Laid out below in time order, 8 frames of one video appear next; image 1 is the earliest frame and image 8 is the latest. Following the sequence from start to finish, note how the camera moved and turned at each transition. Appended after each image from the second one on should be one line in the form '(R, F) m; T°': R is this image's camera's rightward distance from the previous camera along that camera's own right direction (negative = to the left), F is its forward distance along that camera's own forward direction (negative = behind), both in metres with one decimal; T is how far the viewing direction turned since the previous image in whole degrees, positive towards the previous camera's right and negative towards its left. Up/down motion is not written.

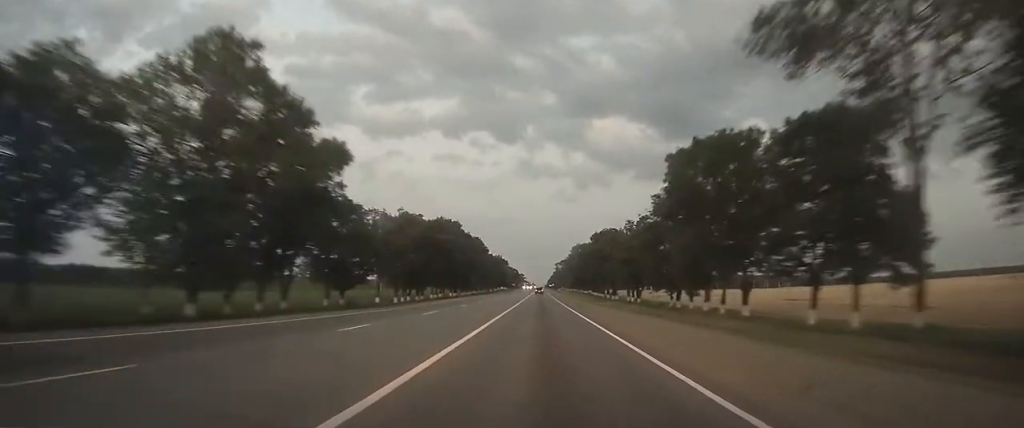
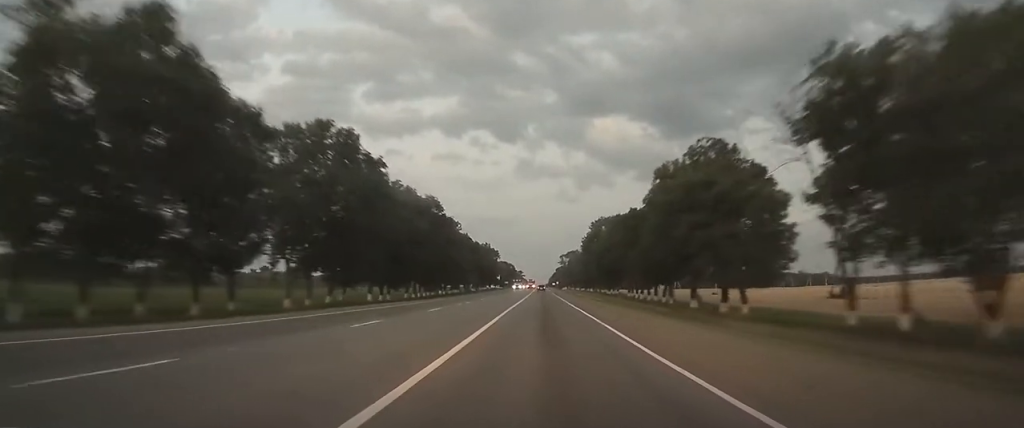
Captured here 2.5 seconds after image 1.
(0.0, +71.0) m; 0°
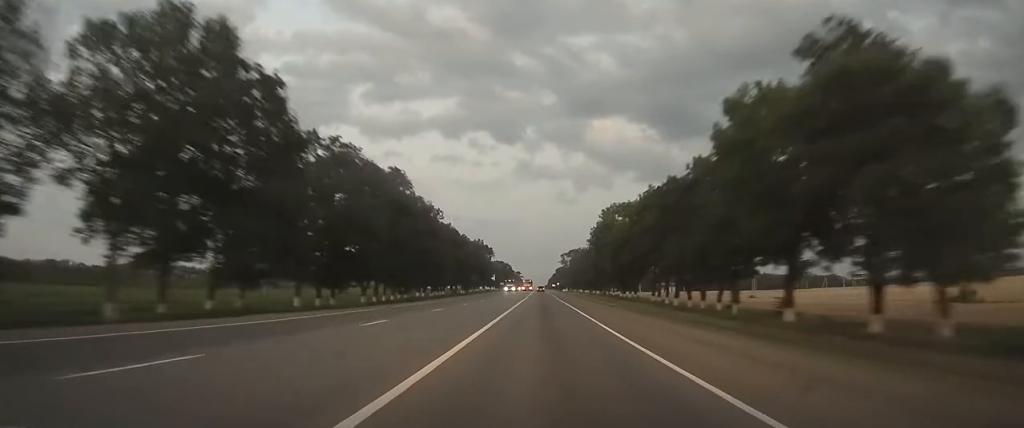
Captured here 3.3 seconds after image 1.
(+0.1, +23.1) m; 0°
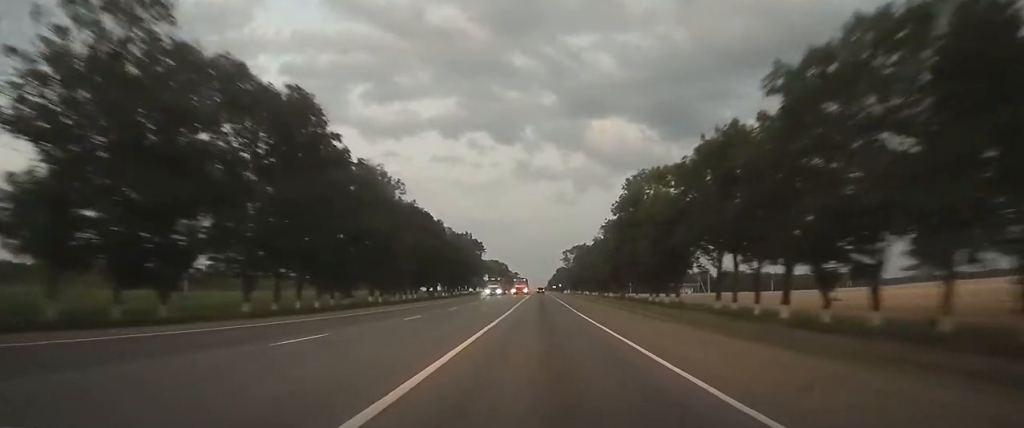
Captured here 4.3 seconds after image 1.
(0.0, +29.9) m; 0°
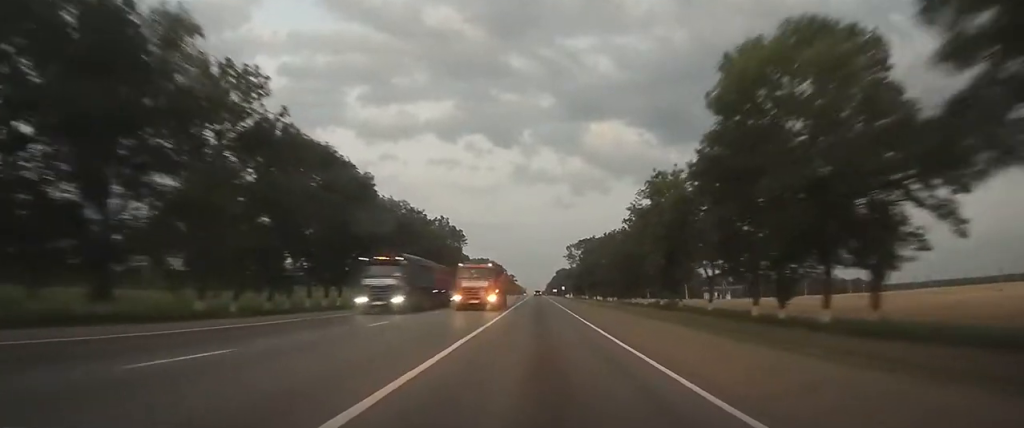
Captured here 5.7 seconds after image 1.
(-0.3, +40.6) m; 0°
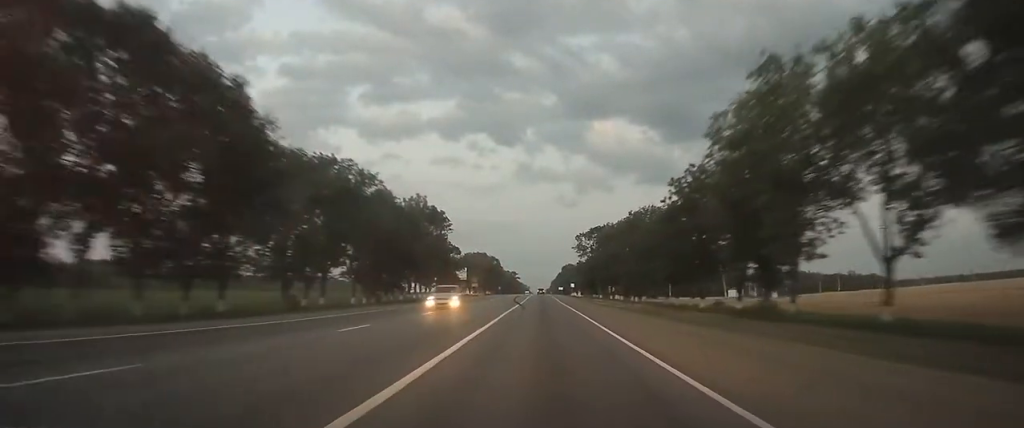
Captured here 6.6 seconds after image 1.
(0.0, +27.1) m; 0°
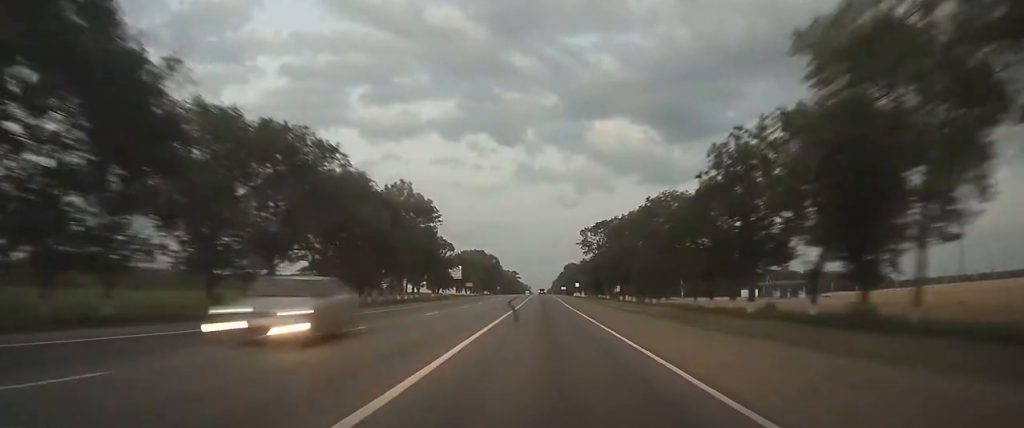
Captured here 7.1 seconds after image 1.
(0.0, +12.6) m; 0°
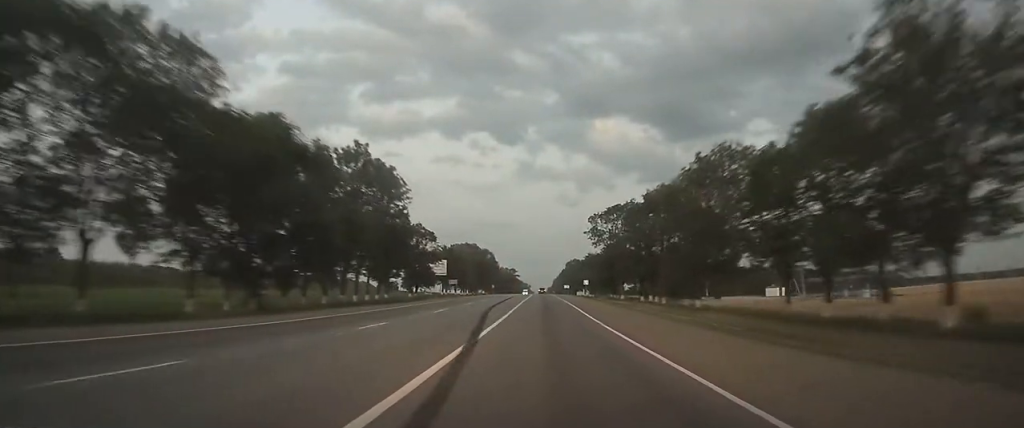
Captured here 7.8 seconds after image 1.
(+0.1, +22.2) m; 0°
